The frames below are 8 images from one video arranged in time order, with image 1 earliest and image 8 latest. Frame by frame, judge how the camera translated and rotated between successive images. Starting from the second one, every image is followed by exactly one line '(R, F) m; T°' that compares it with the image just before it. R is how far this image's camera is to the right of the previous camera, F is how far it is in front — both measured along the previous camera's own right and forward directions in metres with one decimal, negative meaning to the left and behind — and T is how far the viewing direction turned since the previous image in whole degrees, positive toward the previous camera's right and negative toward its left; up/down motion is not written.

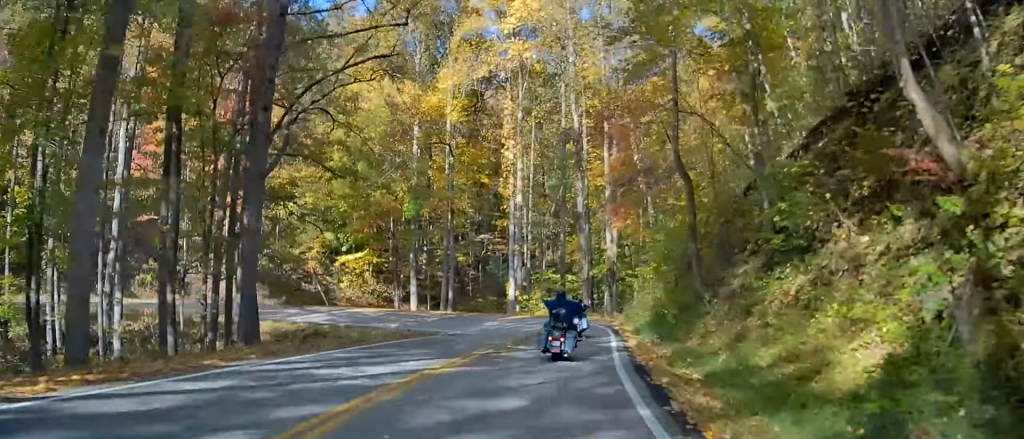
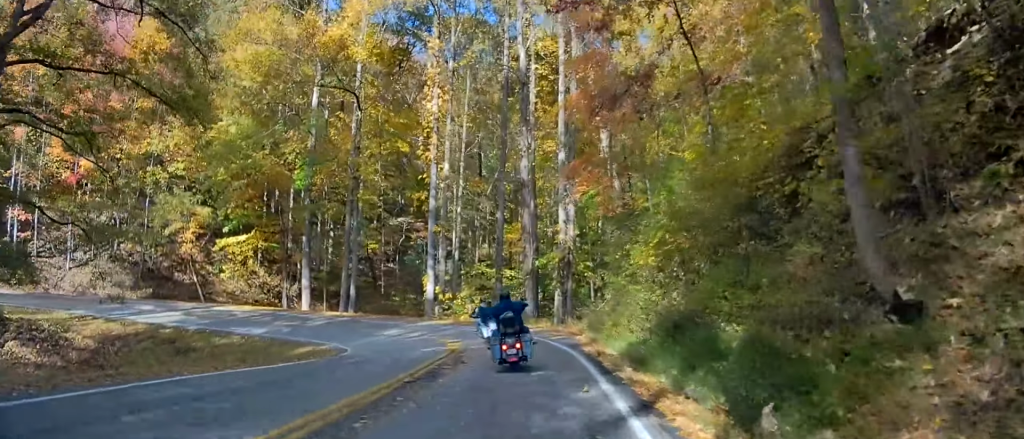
(+0.3, +14.5) m; +4°
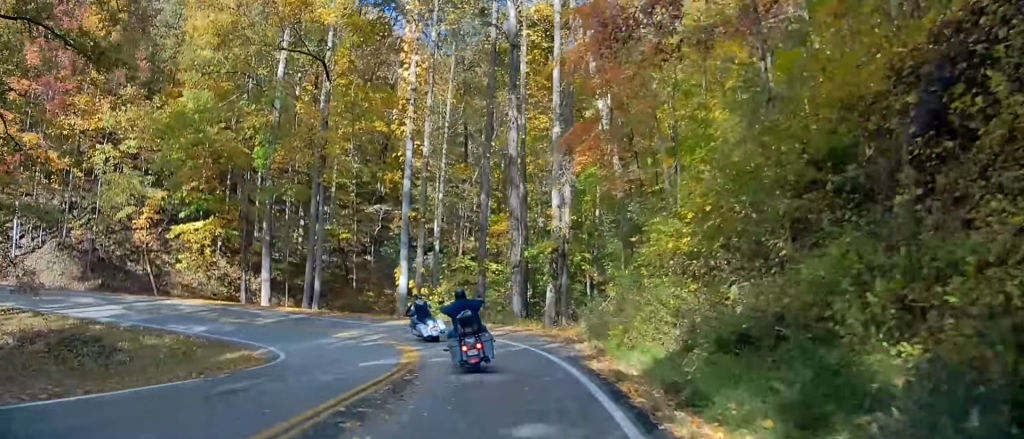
(+0.1, +5.7) m; +2°
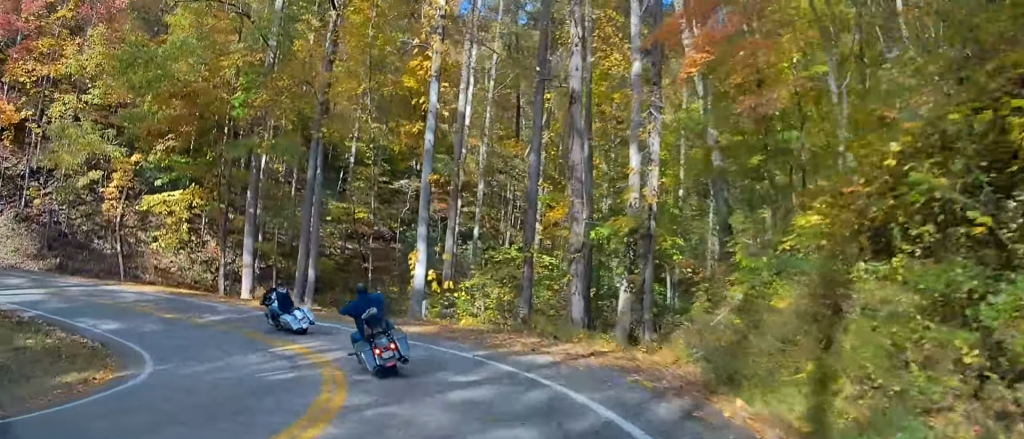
(+0.1, +10.0) m; -2°
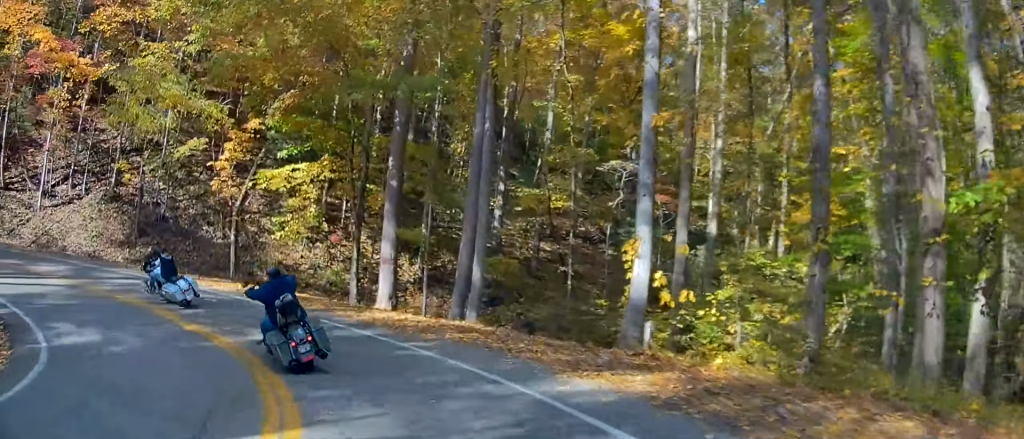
(-0.6, +9.0) m; -17°
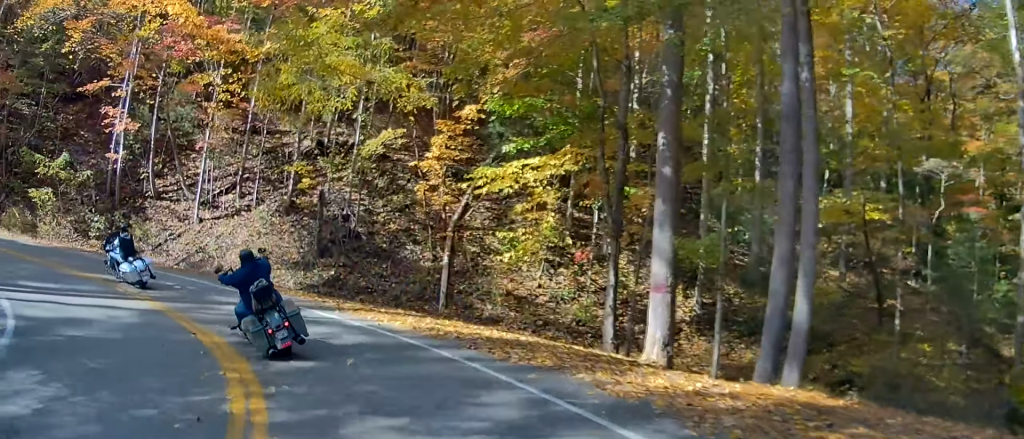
(-0.9, +6.0) m; -28°
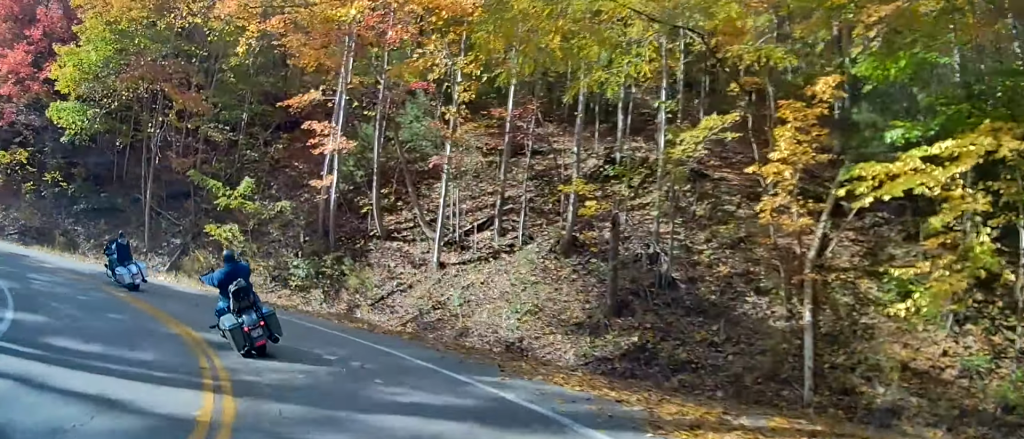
(-2.1, +6.0) m; -34°
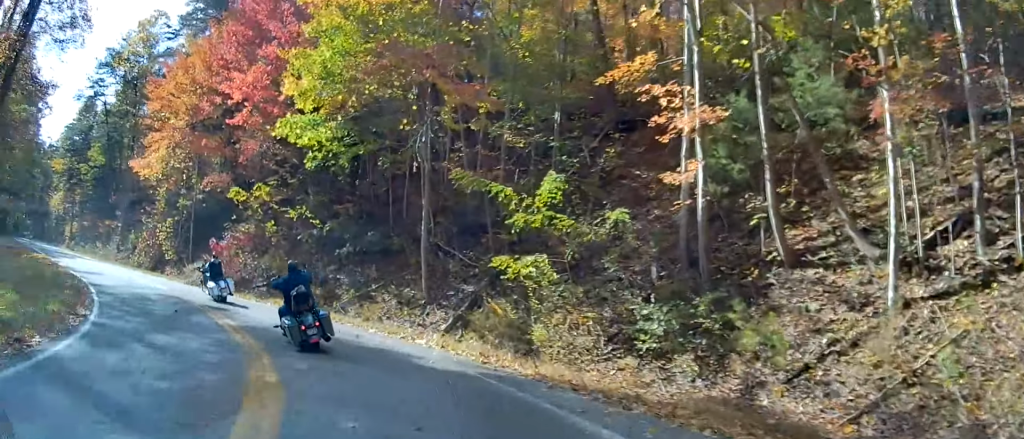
(-1.9, +7.8) m; -19°
